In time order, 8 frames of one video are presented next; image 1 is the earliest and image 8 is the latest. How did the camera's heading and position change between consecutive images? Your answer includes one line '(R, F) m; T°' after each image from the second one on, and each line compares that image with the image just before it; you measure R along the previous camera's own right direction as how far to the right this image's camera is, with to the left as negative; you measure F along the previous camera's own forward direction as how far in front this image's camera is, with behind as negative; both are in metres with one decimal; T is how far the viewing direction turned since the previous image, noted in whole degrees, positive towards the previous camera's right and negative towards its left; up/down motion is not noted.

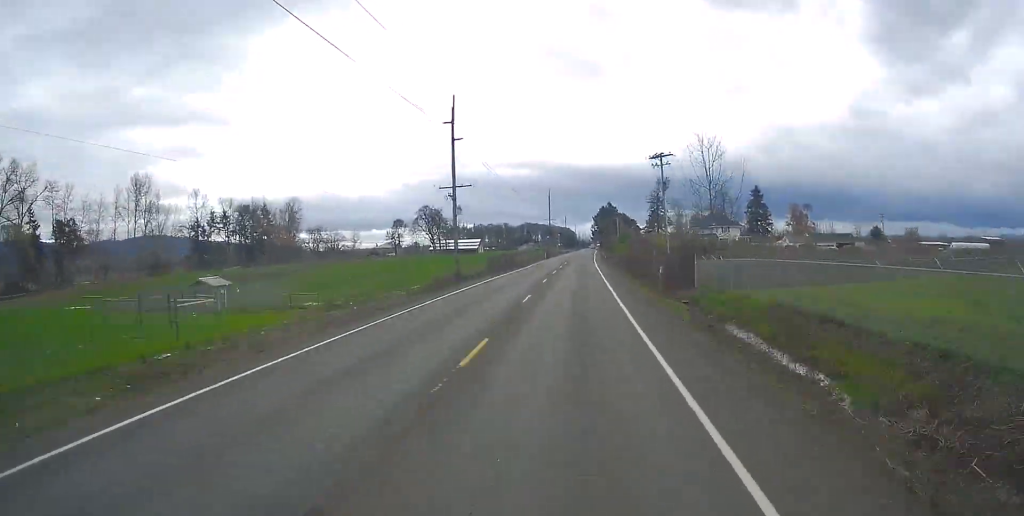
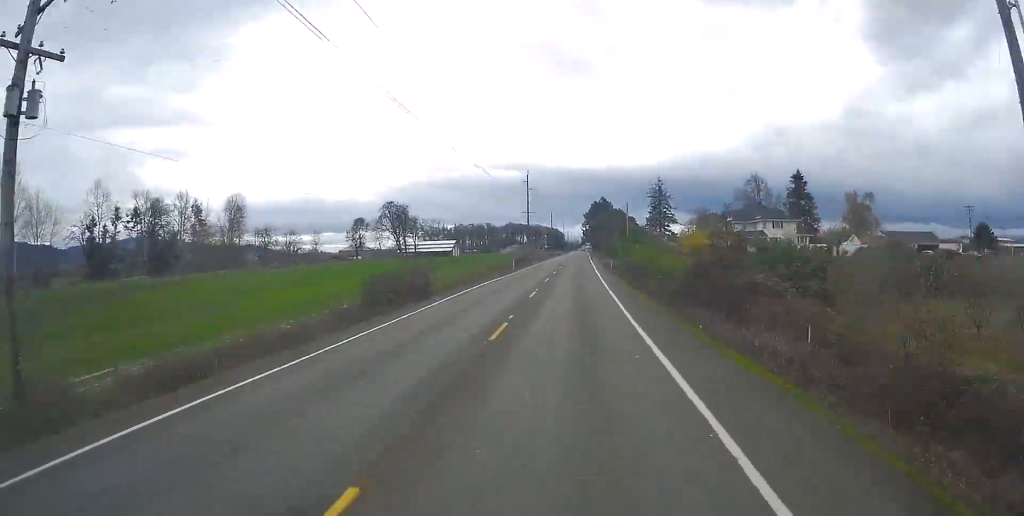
(+0.7, +46.9) m; +1°
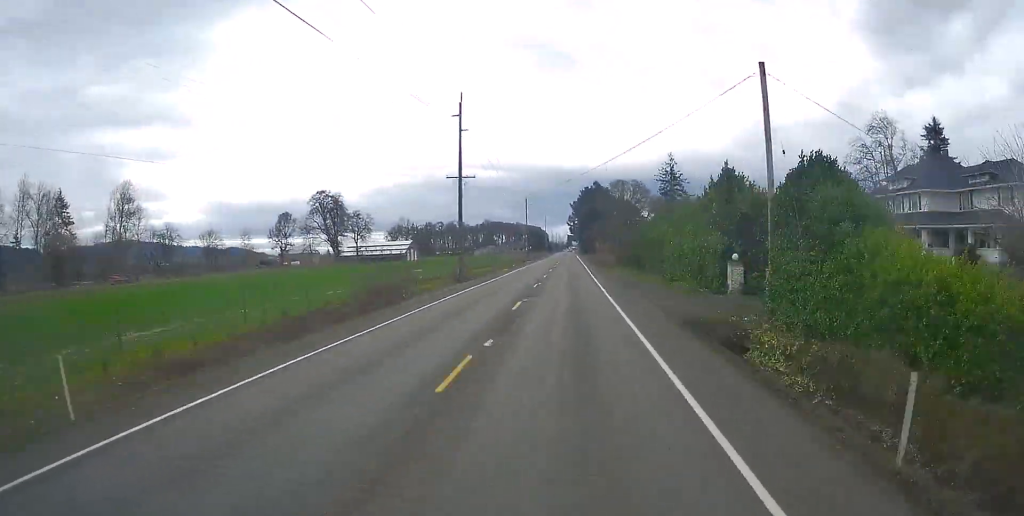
(+0.5, +65.2) m; +1°
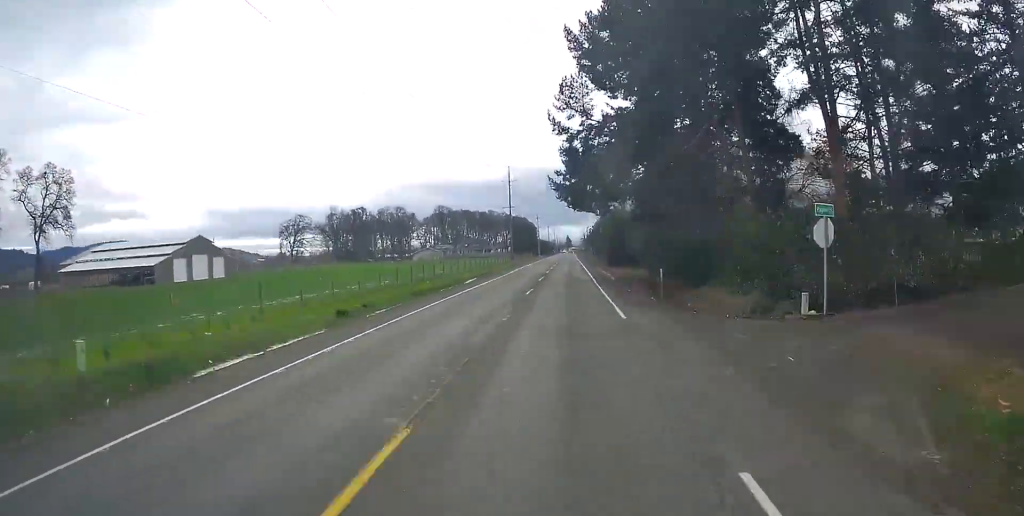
(+2.2, +170.9) m; +1°
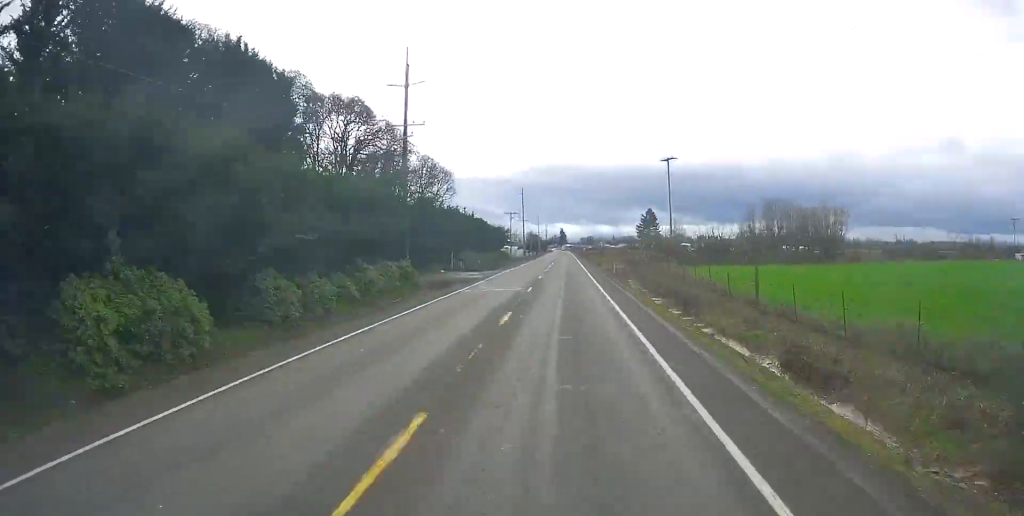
(-1.4, +275.2) m; 0°
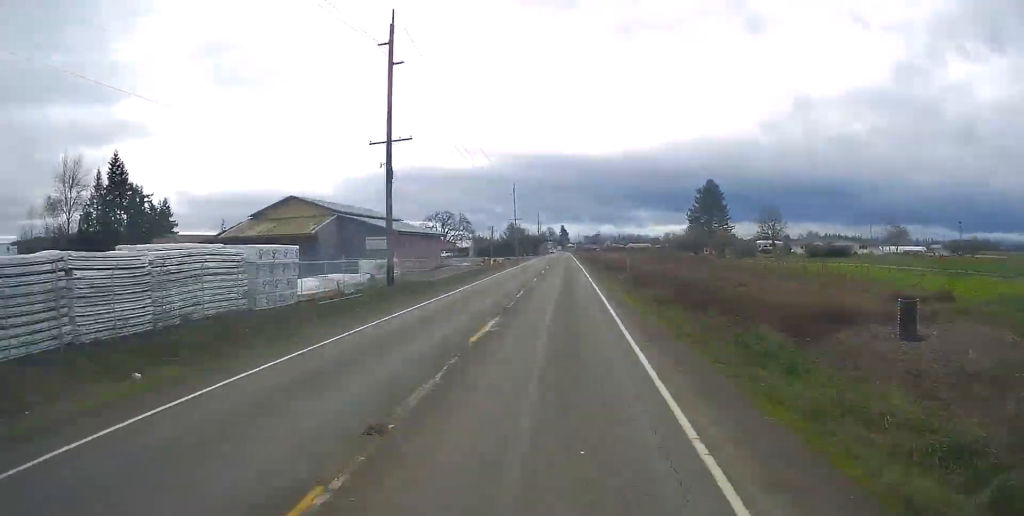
(+0.3, +118.4) m; 0°
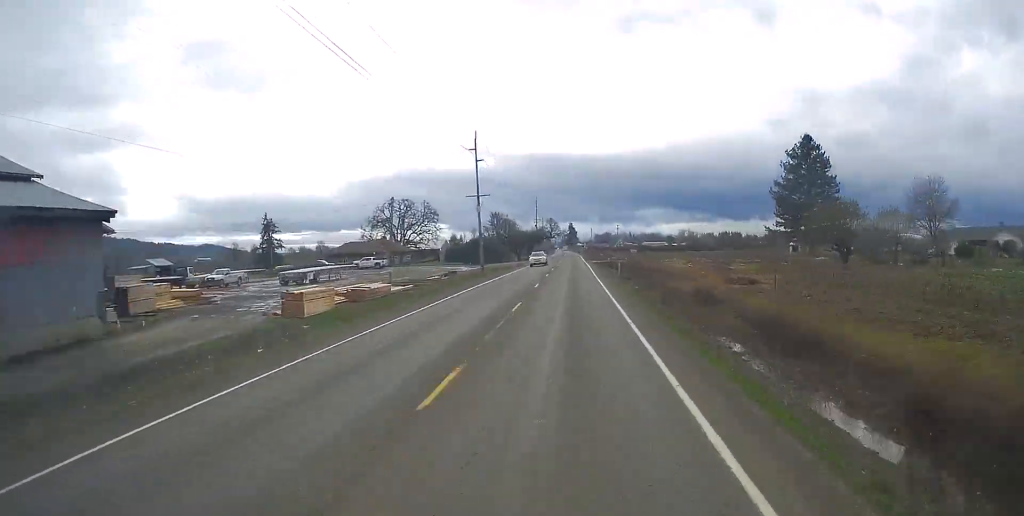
(0.0, +64.9) m; 0°
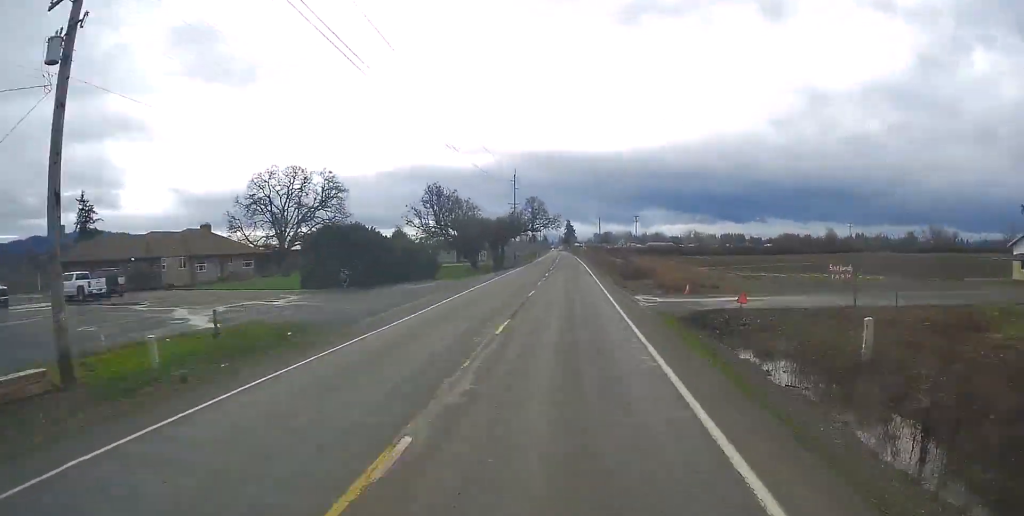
(+0.1, +61.7) m; 0°
